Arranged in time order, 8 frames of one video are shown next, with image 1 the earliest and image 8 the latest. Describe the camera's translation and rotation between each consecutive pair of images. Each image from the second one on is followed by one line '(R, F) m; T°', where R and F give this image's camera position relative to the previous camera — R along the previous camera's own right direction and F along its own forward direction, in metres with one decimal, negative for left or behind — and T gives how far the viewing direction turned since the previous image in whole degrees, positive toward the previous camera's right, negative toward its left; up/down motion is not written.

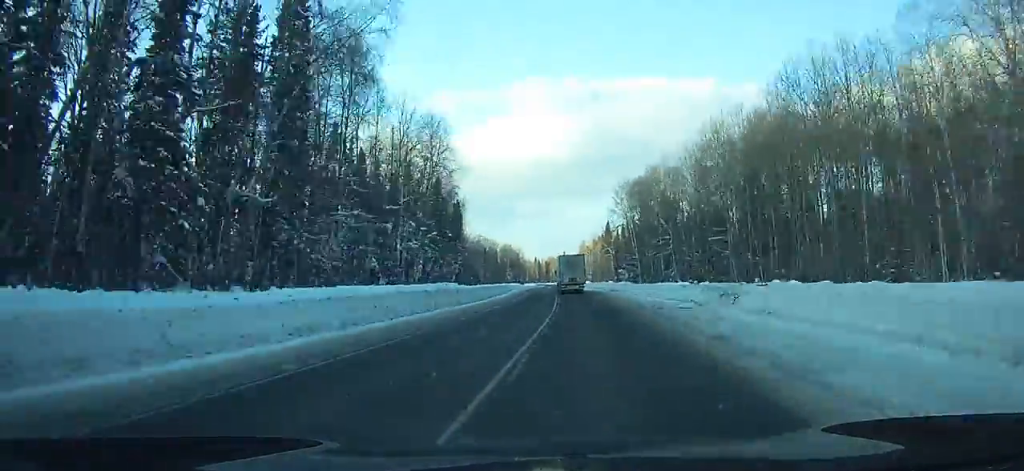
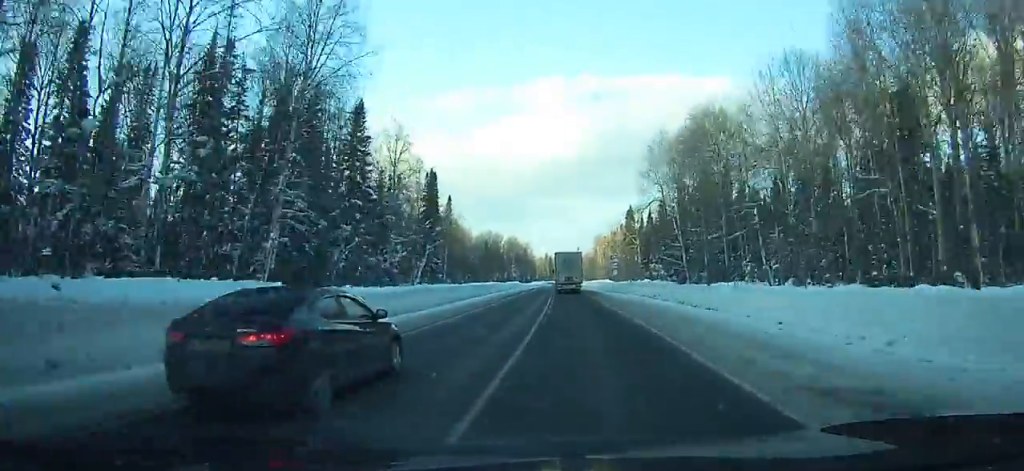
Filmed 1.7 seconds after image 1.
(-0.9, +35.4) m; -3°
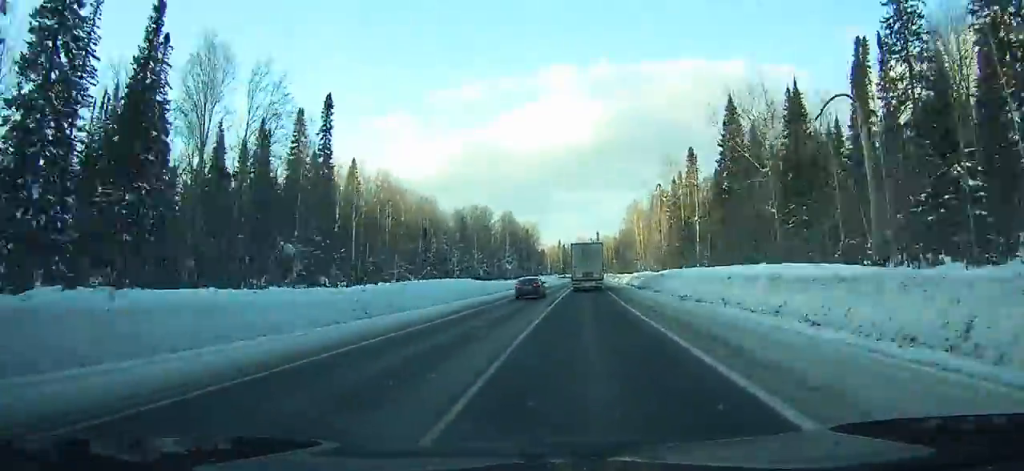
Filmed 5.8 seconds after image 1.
(-3.4, +87.0) m; -2°
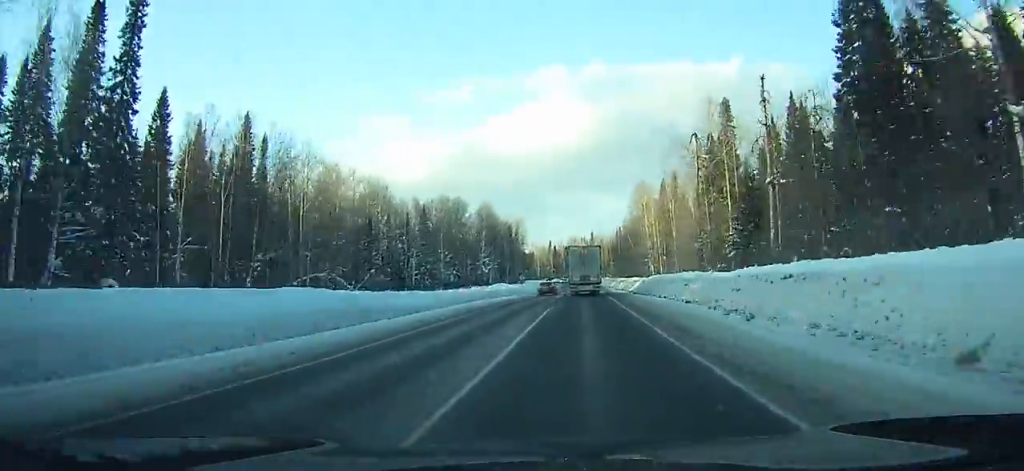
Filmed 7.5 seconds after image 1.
(+0.1, +35.9) m; 0°
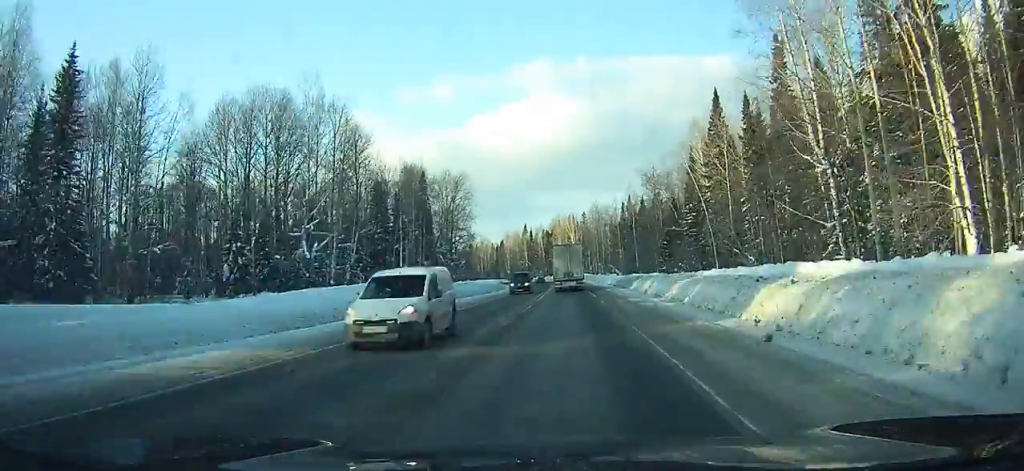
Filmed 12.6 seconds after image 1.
(+0.3, +106.0) m; 0°
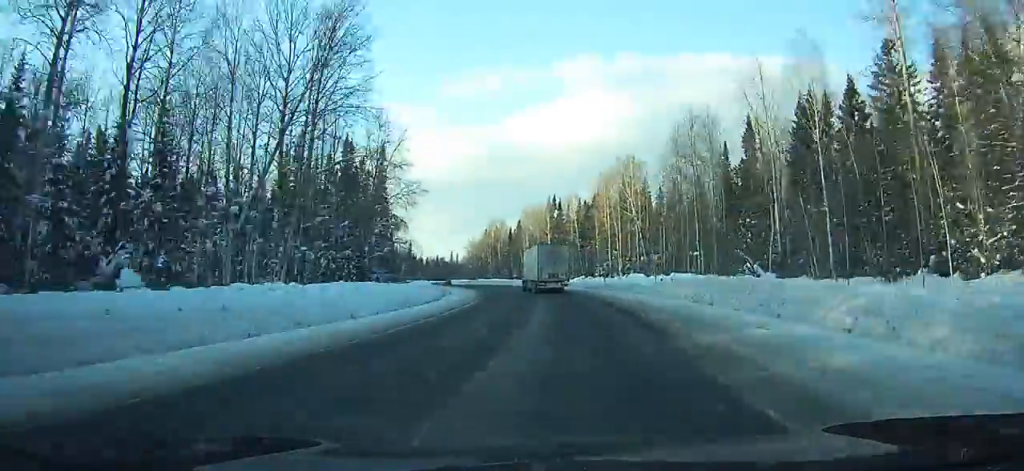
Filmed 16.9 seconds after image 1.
(-2.8, +90.5) m; -6°
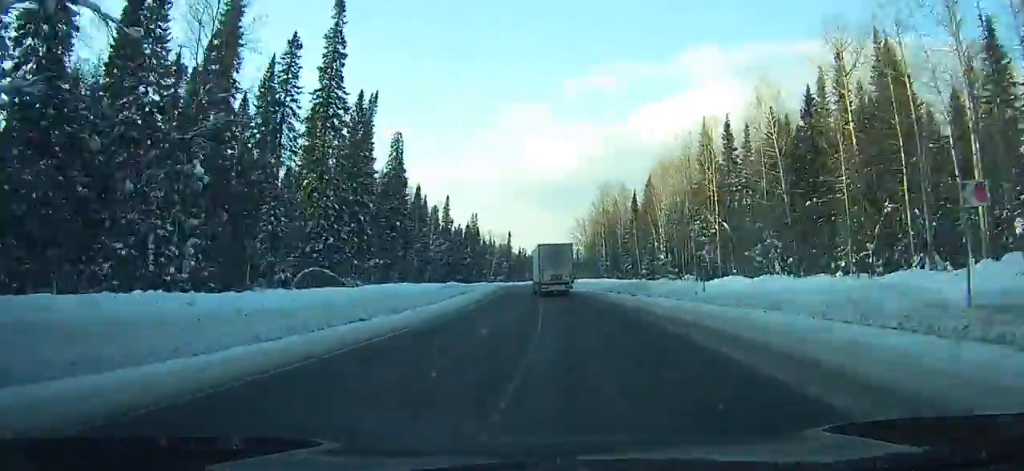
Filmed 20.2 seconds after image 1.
(-5.3, +71.0) m; -9°
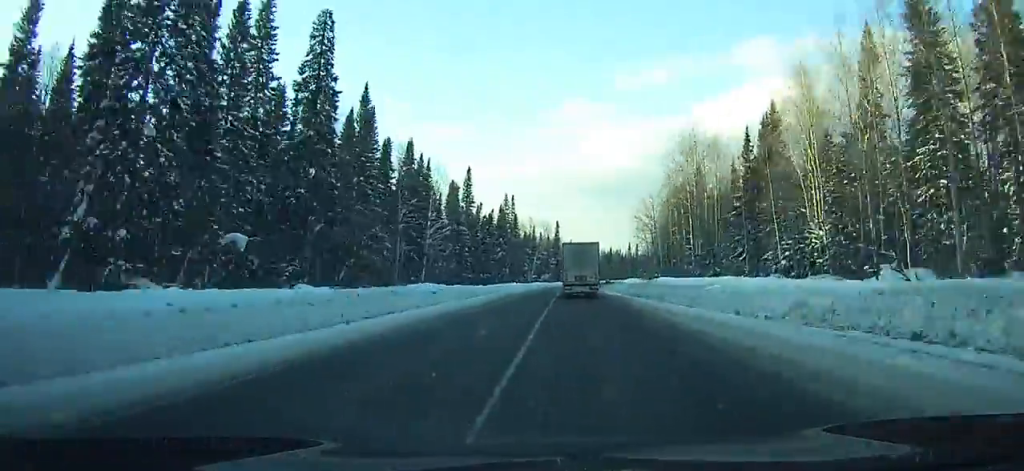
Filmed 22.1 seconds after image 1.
(-1.9, +41.6) m; -4°
